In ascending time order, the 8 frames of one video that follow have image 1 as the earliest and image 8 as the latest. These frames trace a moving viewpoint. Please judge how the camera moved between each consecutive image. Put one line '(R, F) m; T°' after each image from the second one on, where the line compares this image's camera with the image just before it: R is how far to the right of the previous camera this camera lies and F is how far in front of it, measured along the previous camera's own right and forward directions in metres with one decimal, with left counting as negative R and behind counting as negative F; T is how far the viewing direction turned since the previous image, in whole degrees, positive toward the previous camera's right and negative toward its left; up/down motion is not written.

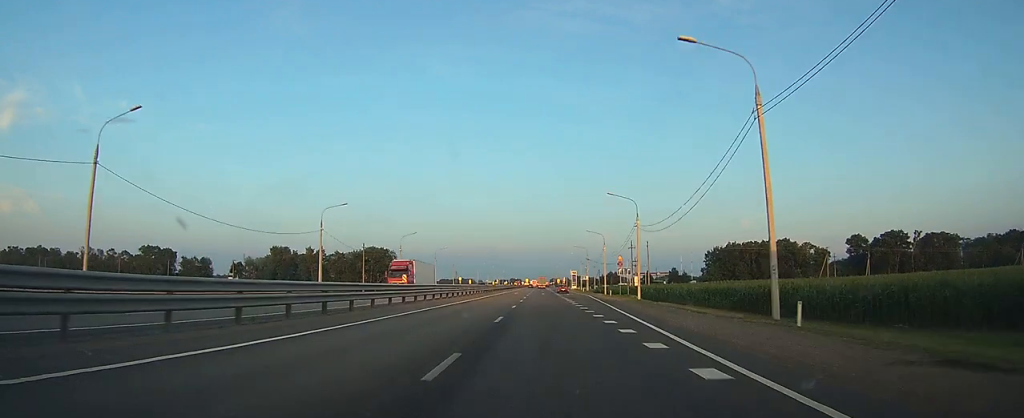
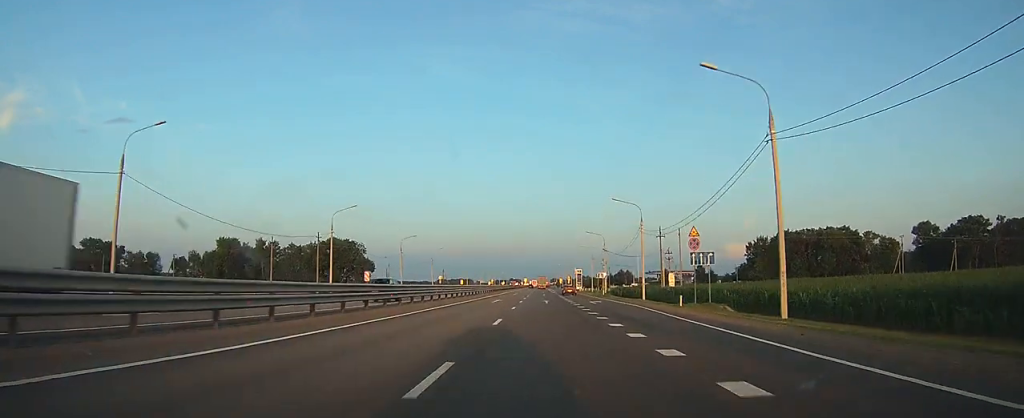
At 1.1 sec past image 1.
(0.0, +37.0) m; 0°
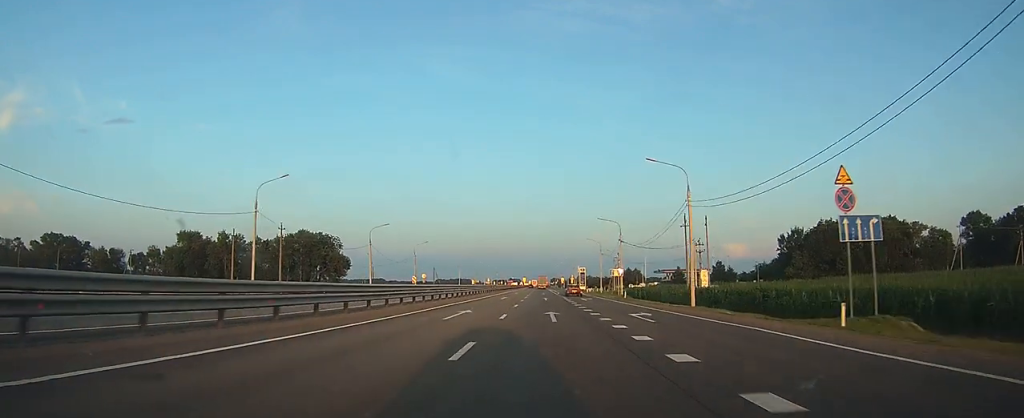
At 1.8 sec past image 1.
(0.0, +20.7) m; 0°
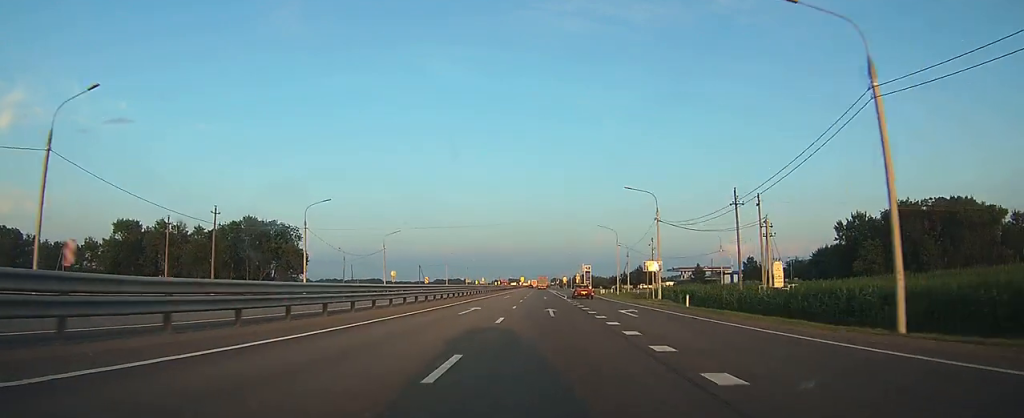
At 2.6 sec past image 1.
(0.0, +26.1) m; 0°
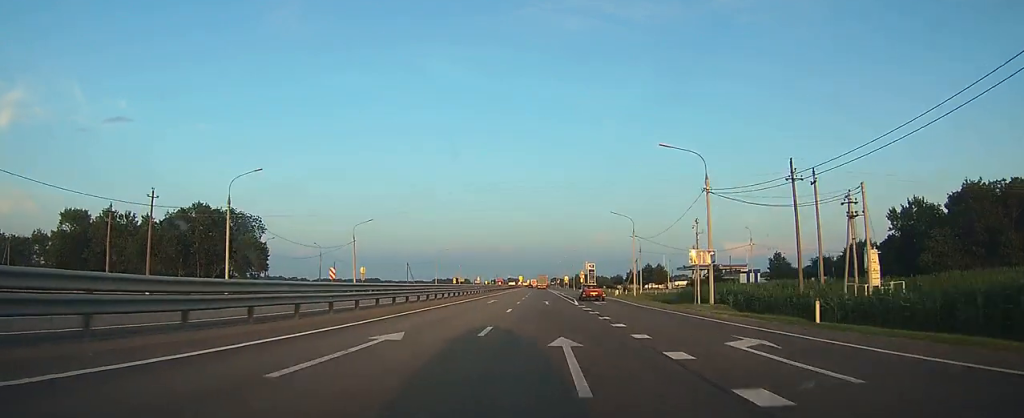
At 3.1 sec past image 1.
(0.0, +17.4) m; 0°
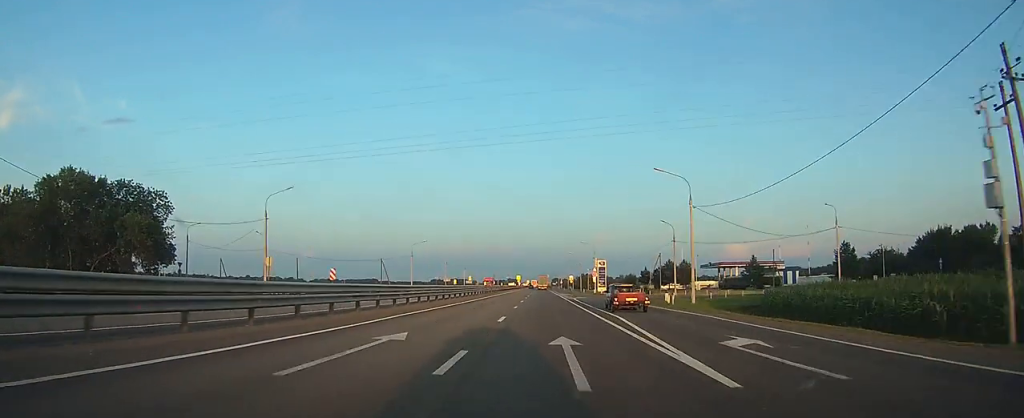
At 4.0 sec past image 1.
(0.0, +30.3) m; 0°
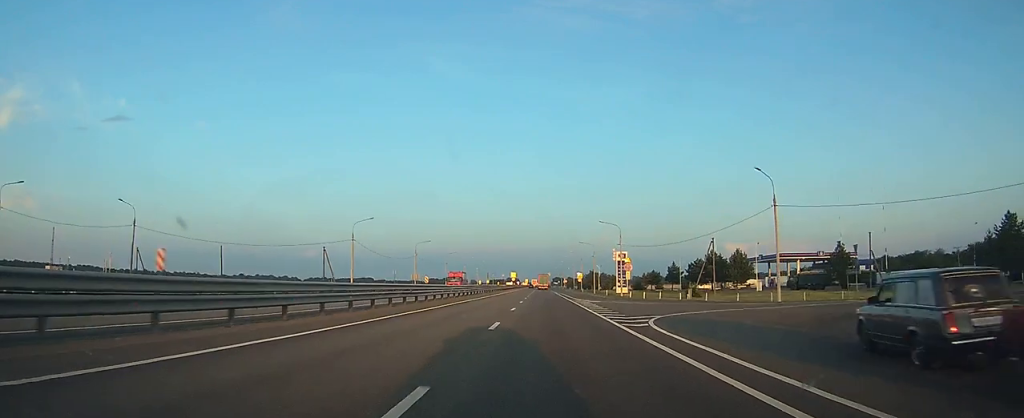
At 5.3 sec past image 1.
(-0.1, +40.7) m; 0°
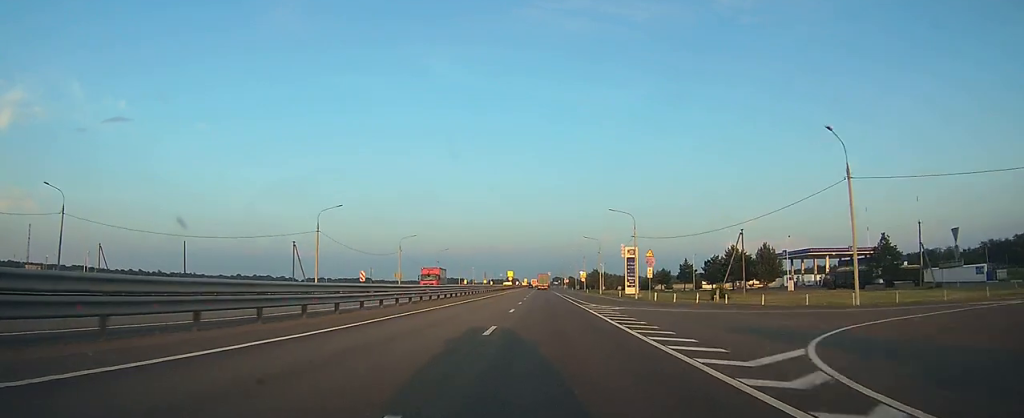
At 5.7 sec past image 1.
(0.0, +13.8) m; 0°
